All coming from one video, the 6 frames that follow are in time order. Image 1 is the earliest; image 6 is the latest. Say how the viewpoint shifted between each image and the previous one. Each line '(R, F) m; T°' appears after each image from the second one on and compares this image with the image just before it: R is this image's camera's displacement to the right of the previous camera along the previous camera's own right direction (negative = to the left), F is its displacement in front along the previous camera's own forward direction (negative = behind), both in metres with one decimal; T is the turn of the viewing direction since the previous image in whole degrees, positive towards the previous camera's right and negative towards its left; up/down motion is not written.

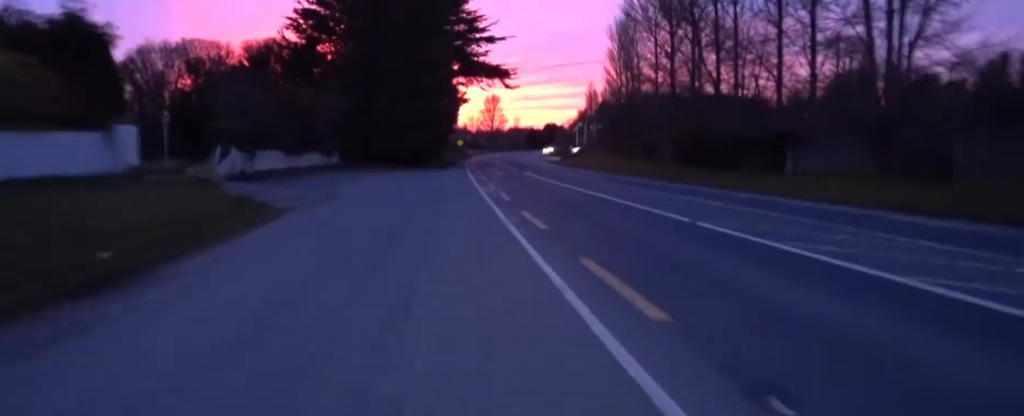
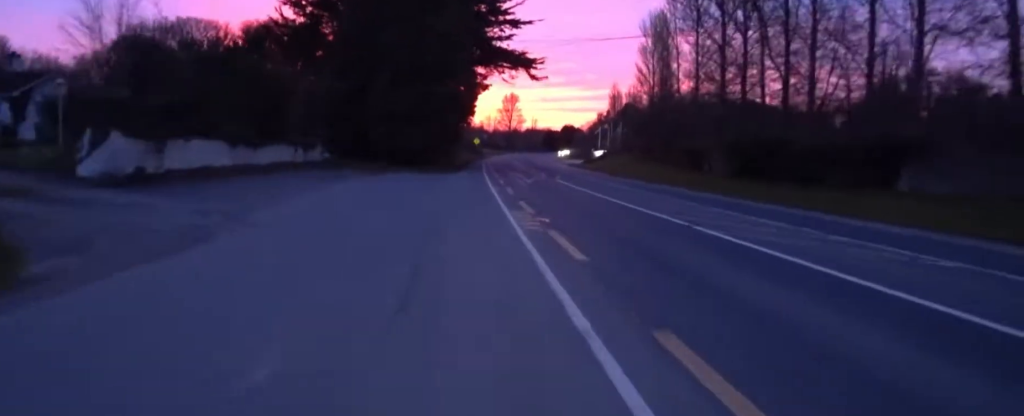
(+0.1, +5.9) m; +1°
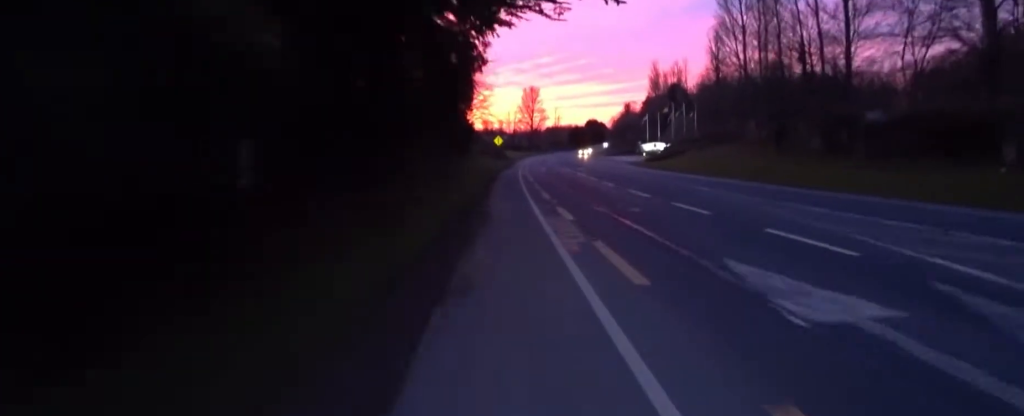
(+0.1, +21.0) m; 0°
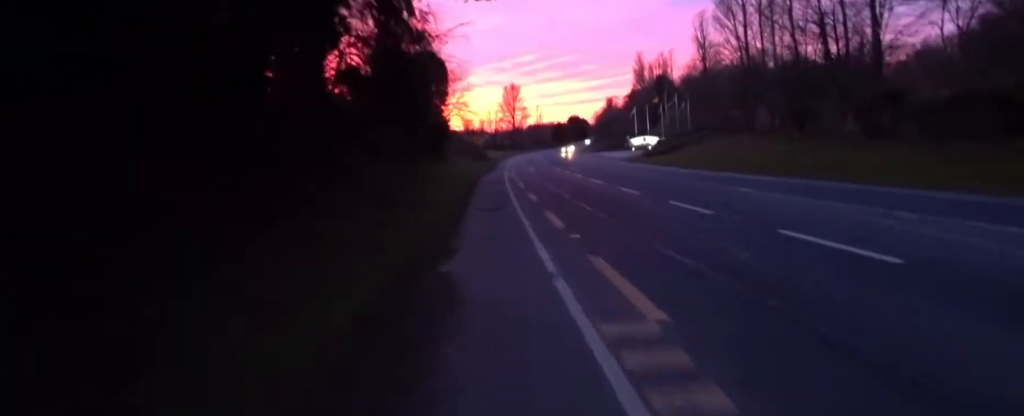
(-0.1, +5.0) m; 0°
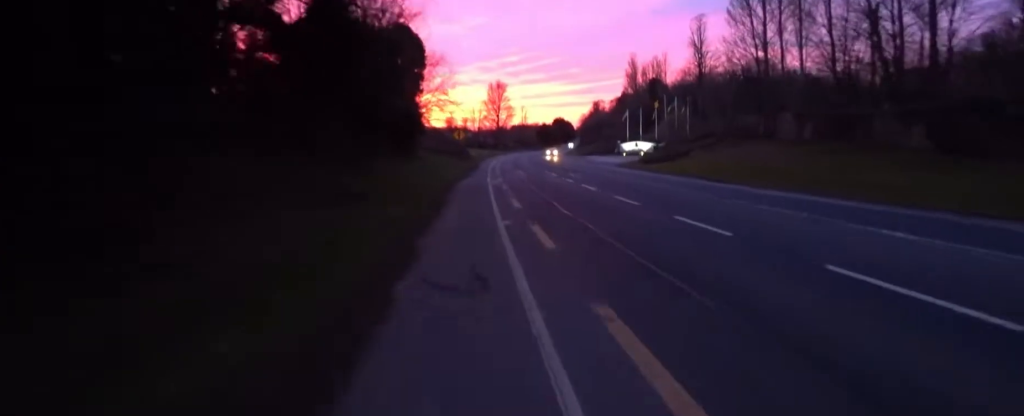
(+0.2, +5.3) m; +1°
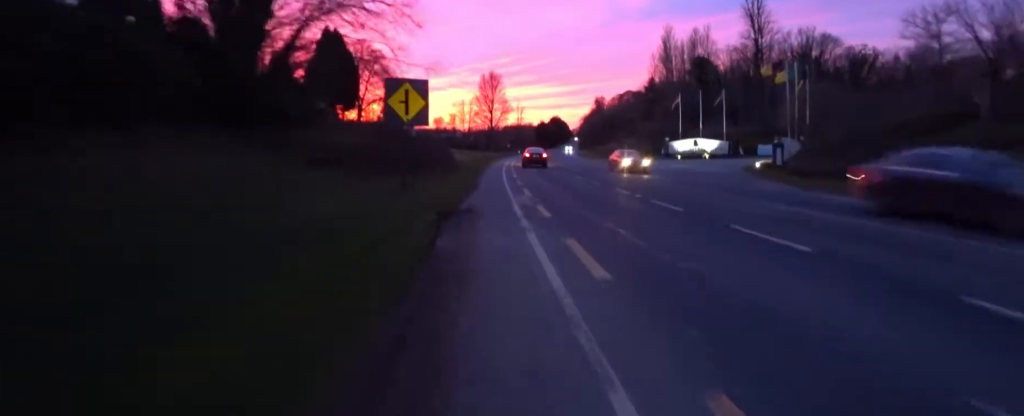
(-0.2, +25.2) m; +6°
